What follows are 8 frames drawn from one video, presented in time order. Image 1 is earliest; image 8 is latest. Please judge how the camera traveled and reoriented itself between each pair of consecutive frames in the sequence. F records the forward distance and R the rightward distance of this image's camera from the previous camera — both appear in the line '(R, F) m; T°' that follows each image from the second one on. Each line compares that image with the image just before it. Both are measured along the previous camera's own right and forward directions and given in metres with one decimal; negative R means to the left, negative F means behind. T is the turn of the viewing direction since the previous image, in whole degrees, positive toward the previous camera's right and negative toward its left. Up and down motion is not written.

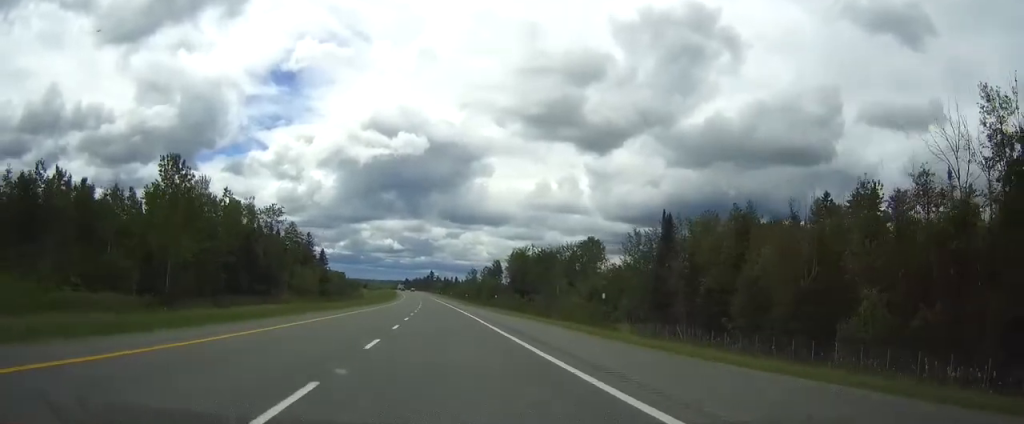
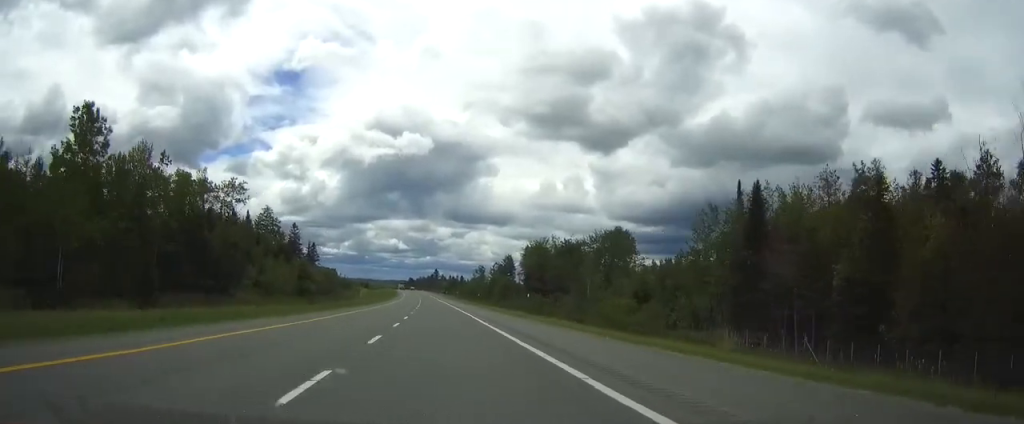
(0.0, +25.6) m; 0°
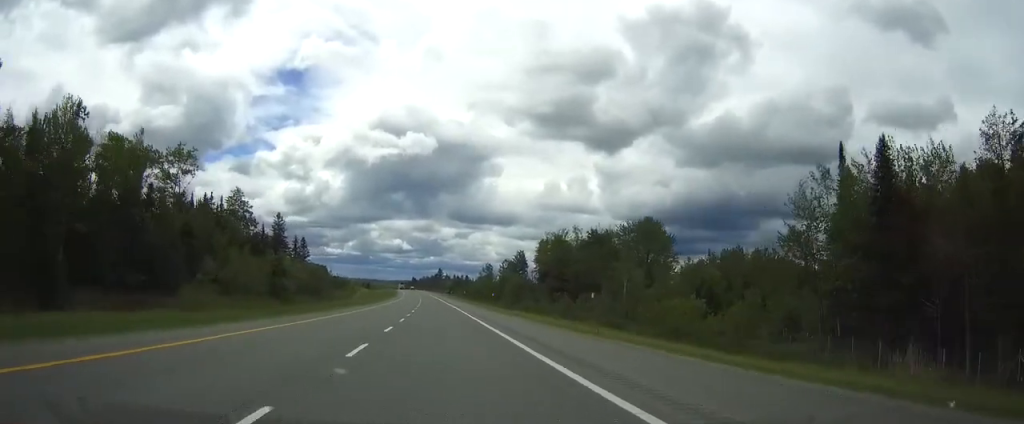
(0.0, +21.3) m; -1°
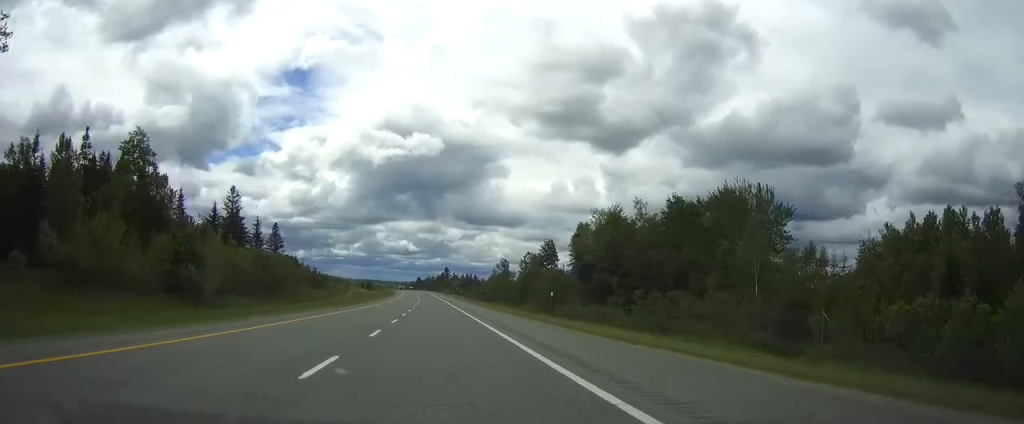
(-0.3, +39.2) m; 0°
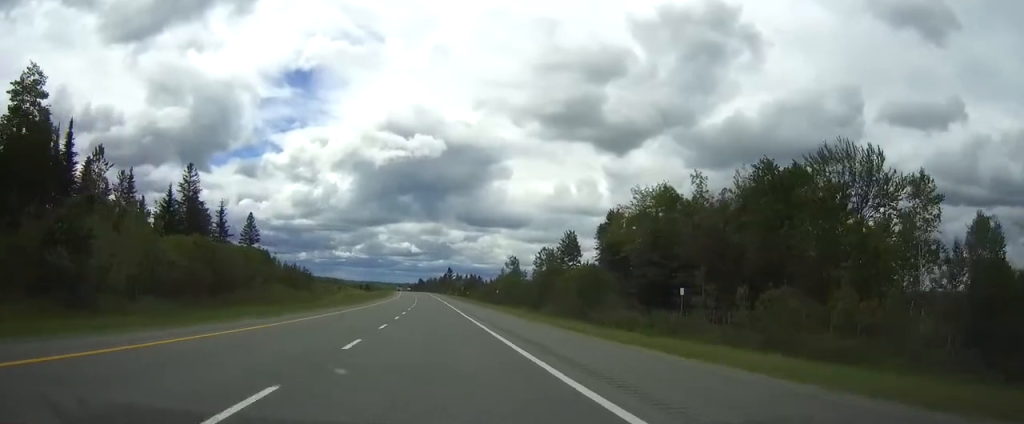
(+0.1, +22.2) m; 0°
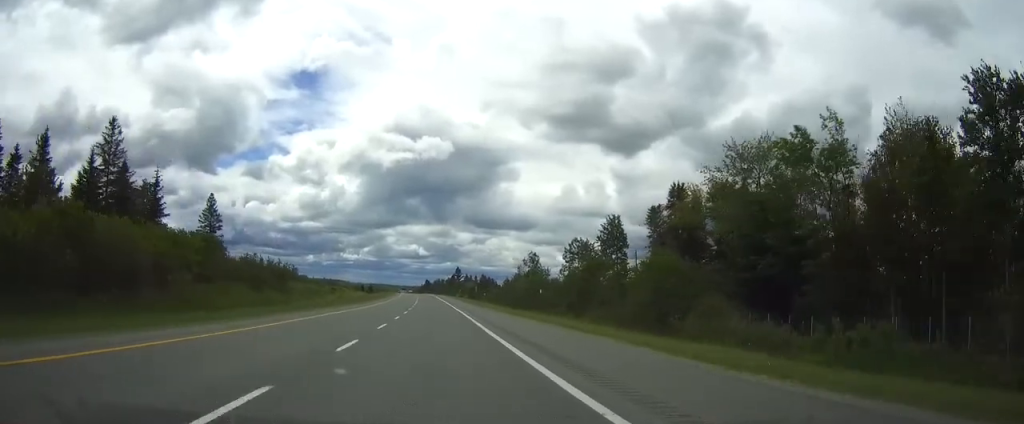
(-0.3, +27.2) m; -1°
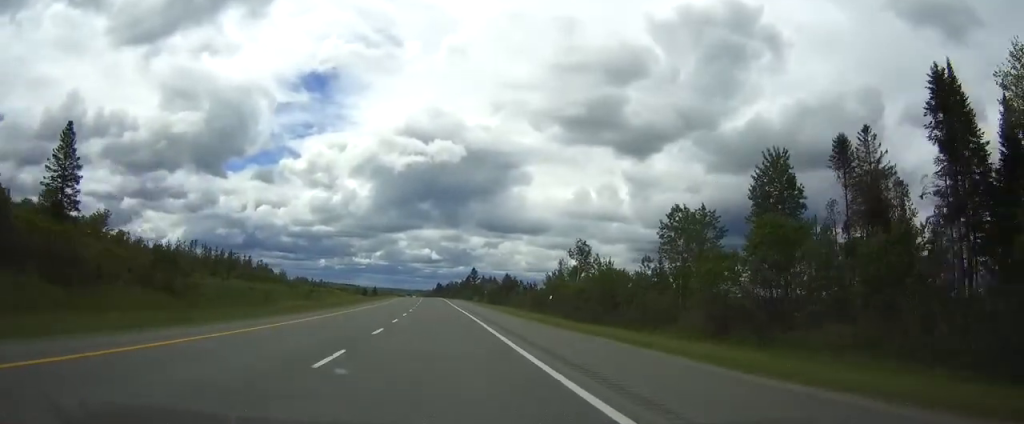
(-0.3, +47.9) m; -1°
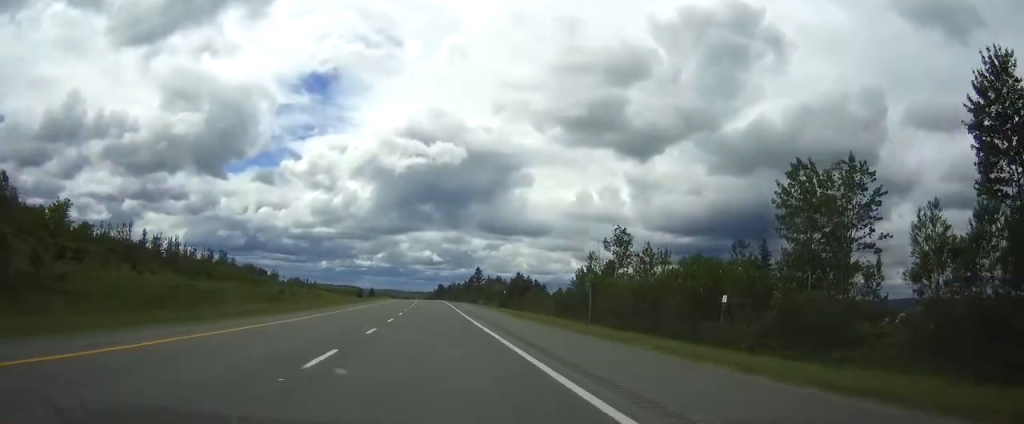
(-0.1, +26.9) m; 0°
